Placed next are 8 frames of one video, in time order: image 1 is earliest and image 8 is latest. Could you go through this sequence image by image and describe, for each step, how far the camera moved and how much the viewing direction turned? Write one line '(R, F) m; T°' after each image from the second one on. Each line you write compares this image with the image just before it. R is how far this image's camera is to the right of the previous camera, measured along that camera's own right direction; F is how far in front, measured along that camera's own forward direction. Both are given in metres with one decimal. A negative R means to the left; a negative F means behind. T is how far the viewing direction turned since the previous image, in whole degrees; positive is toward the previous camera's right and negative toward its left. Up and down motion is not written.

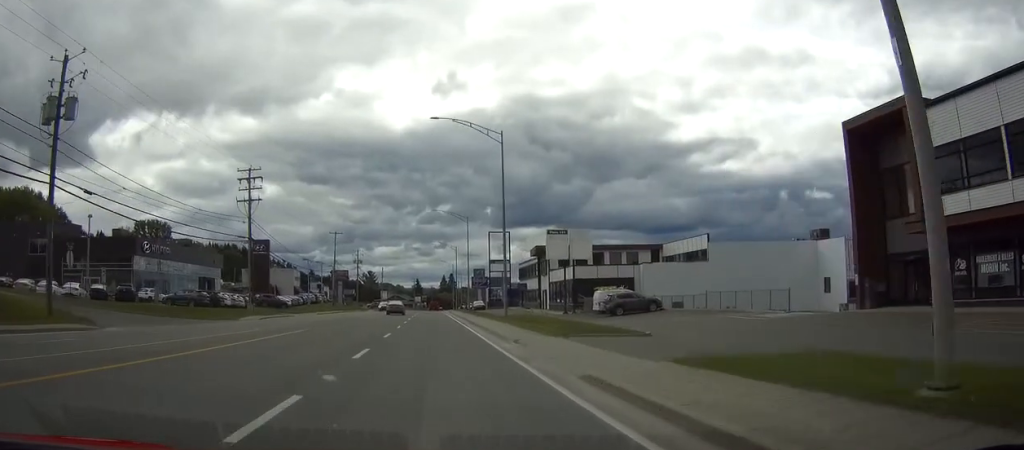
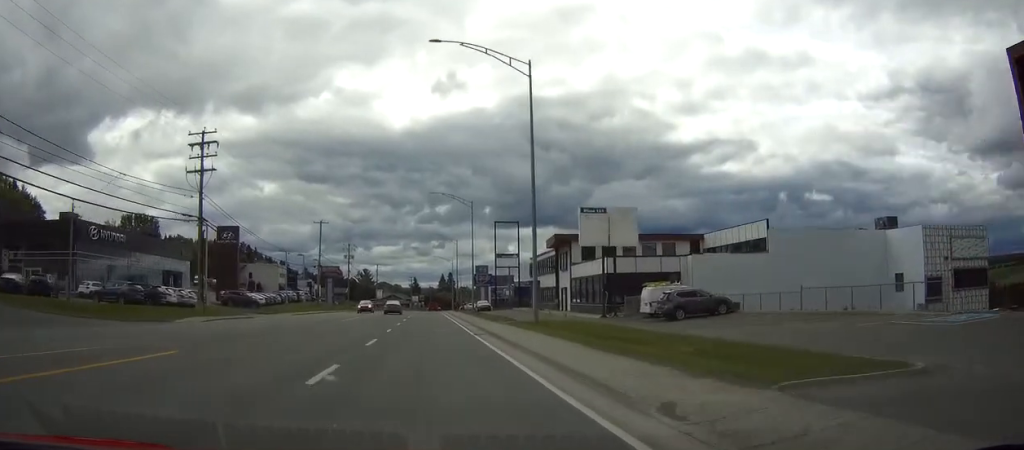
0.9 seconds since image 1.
(0.0, +13.8) m; 0°
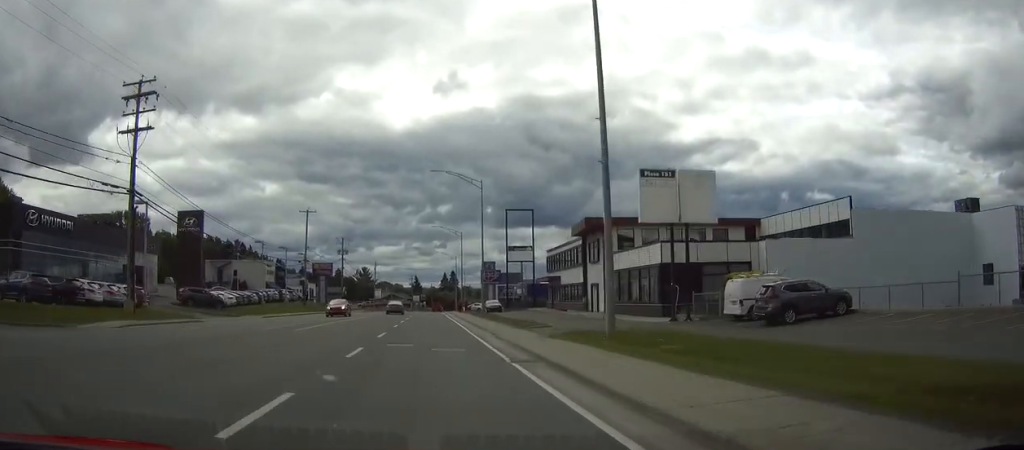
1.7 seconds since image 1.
(-0.1, +12.7) m; 0°
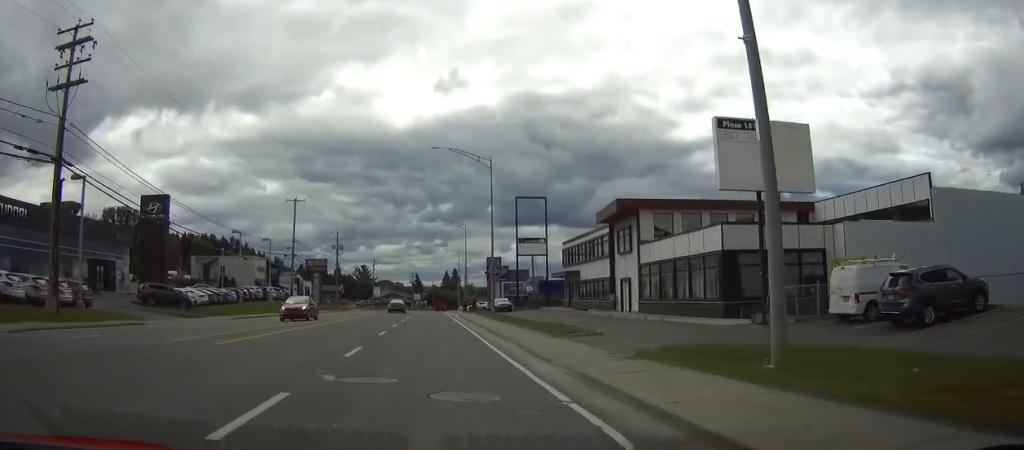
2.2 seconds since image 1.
(0.0, +9.0) m; 0°
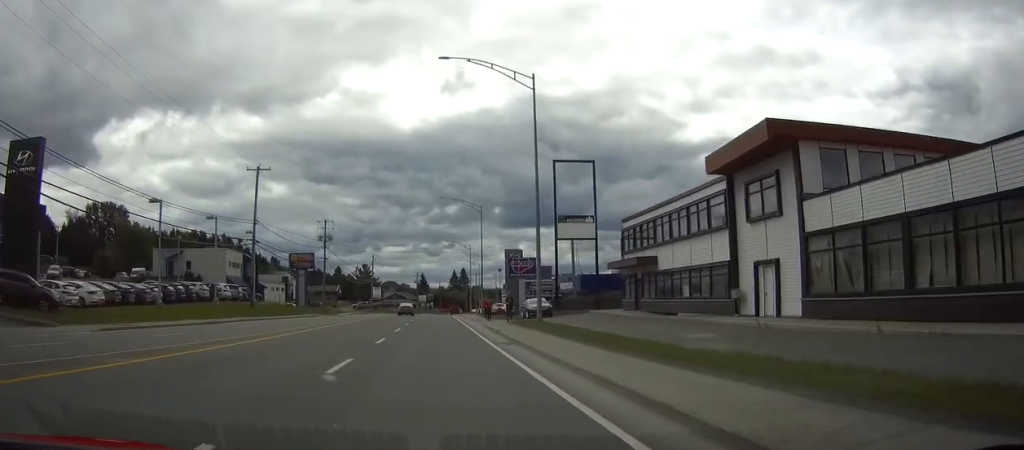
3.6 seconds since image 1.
(0.0, +21.1) m; 0°
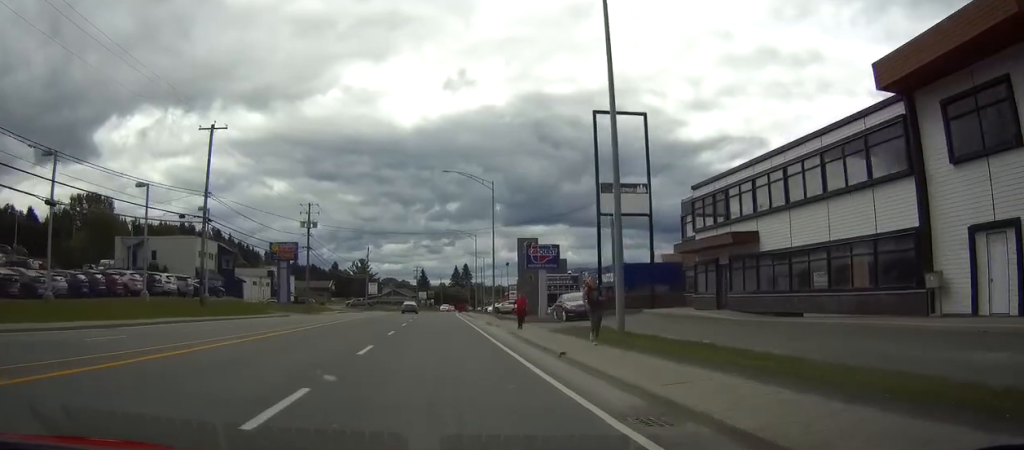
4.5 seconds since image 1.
(-0.1, +14.2) m; 0°
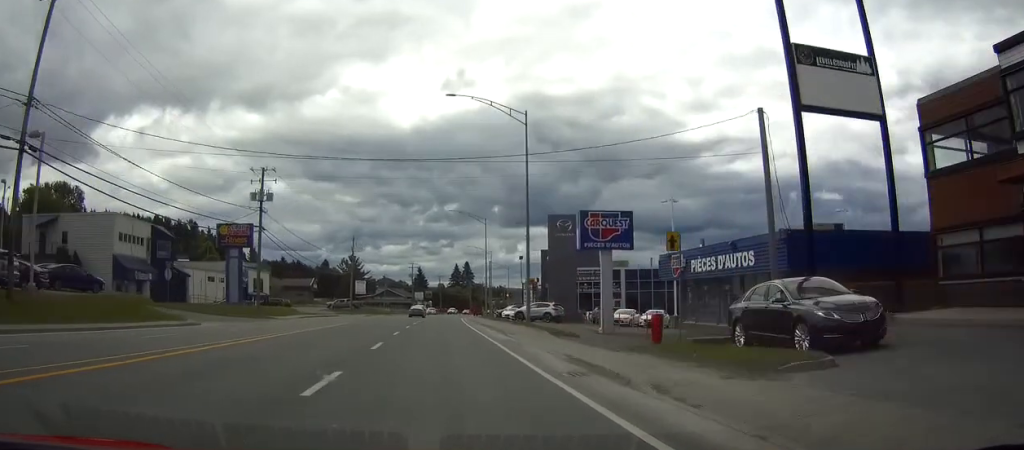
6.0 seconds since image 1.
(0.0, +24.3) m; 0°
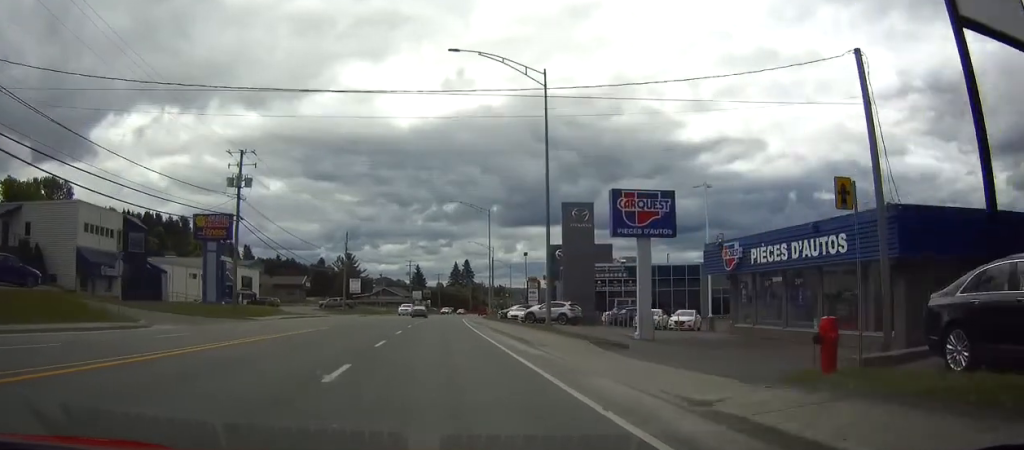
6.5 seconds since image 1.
(-0.1, +7.4) m; 0°
